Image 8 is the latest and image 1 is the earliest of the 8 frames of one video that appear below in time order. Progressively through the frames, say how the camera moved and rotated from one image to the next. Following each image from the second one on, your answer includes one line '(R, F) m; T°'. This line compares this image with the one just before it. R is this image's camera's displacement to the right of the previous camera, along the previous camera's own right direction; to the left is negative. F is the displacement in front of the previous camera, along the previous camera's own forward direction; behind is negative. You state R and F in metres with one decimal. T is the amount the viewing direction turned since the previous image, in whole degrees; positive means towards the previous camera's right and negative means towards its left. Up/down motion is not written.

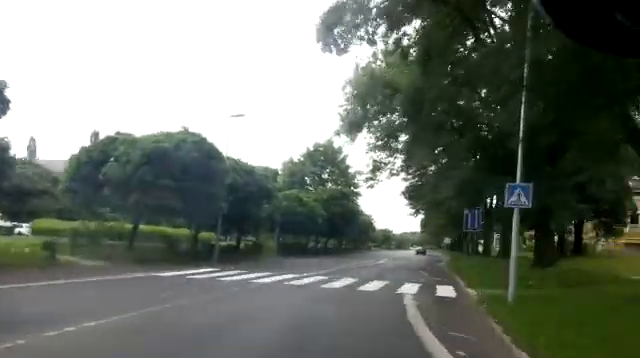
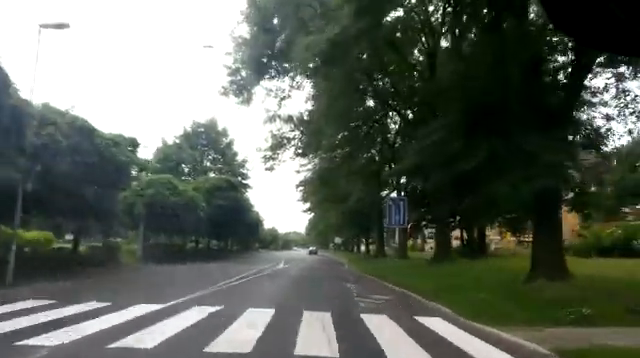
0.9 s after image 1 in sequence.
(+0.1, +7.5) m; +1°
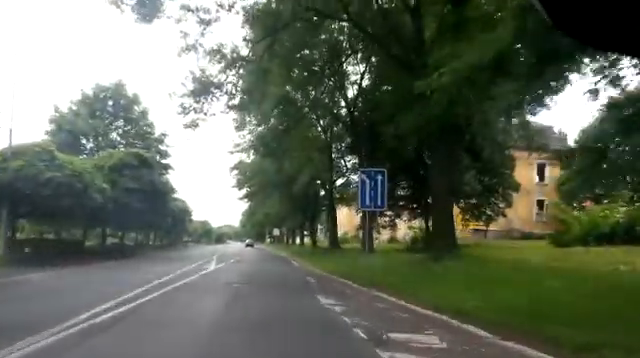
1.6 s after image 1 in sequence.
(0.0, +6.8) m; +2°
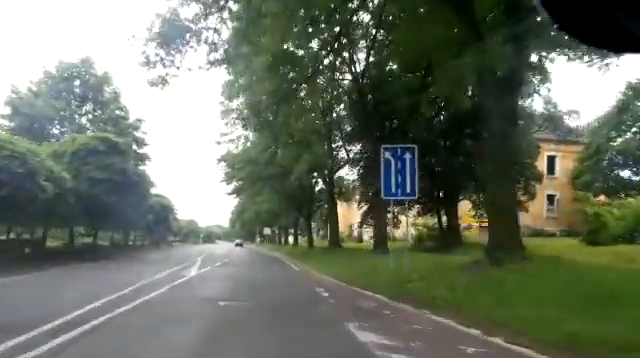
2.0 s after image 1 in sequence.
(0.0, +4.0) m; +3°
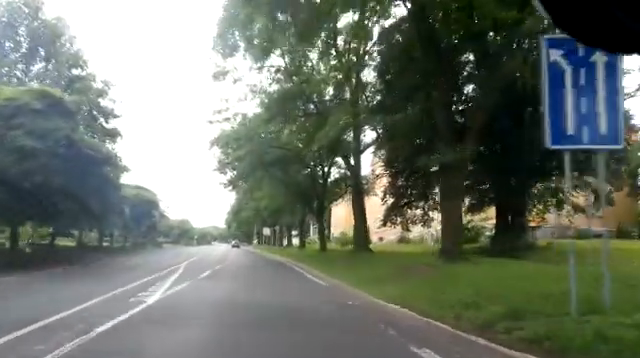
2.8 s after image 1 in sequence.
(+0.2, +6.7) m; +8°
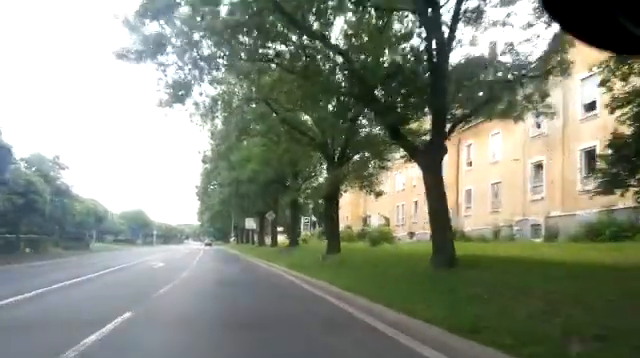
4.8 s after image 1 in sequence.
(+2.0, +20.5) m; +6°
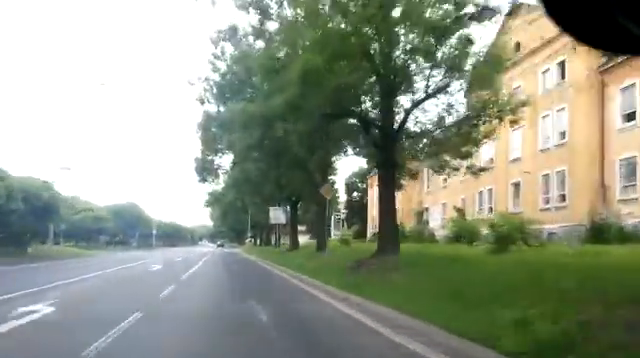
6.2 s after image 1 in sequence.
(+0.5, +16.5) m; +2°
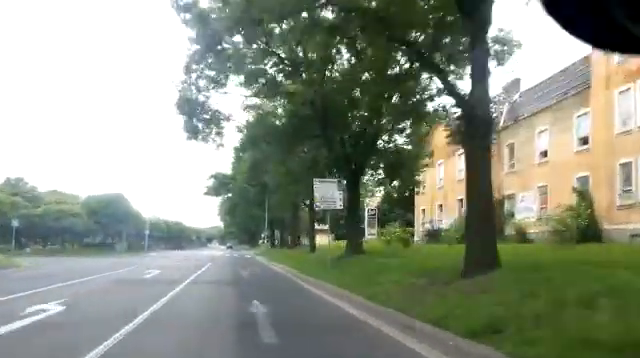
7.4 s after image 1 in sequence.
(+0.2, +14.9) m; +3°
